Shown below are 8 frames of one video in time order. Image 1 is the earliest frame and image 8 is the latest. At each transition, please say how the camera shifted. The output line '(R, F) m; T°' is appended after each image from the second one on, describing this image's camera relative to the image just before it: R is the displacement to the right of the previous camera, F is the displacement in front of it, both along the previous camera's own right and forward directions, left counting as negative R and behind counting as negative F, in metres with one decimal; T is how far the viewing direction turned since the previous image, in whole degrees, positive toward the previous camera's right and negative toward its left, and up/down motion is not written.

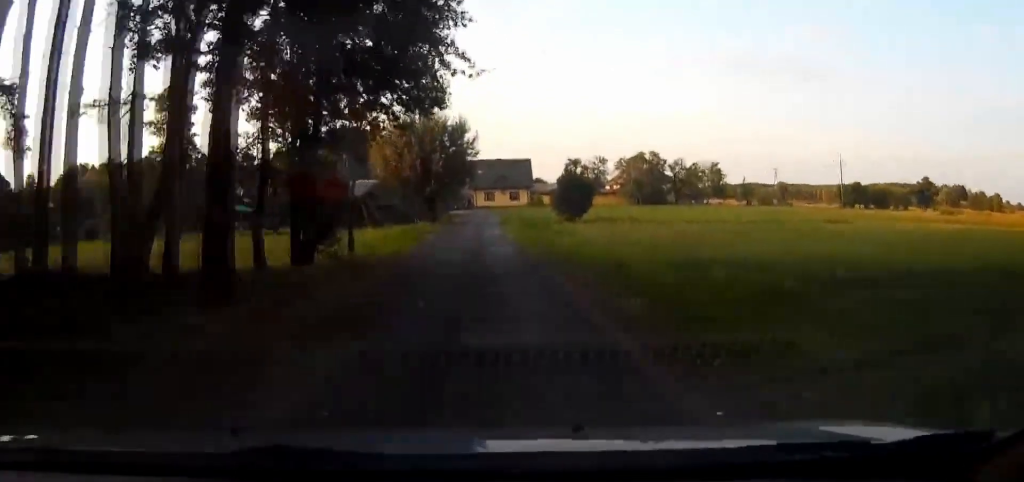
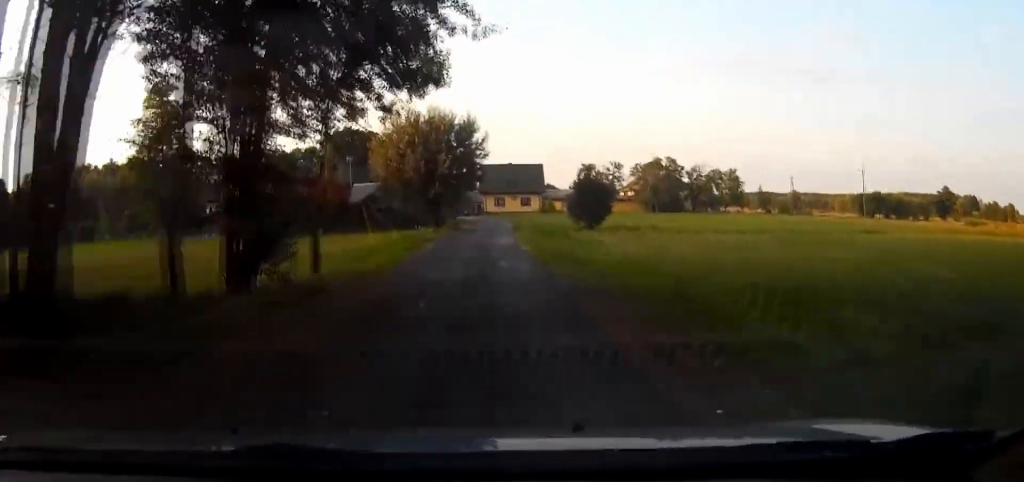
(-0.1, +5.3) m; -1°
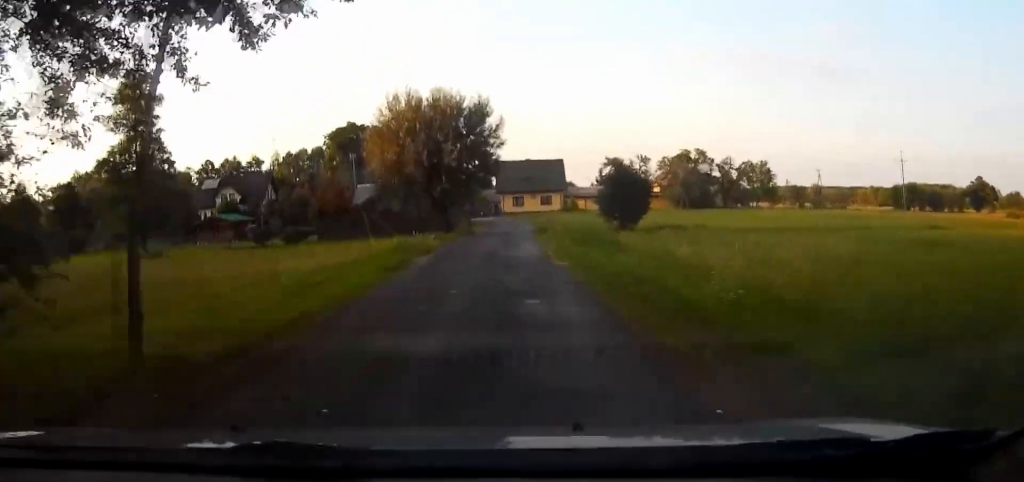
(-0.1, +8.9) m; -1°
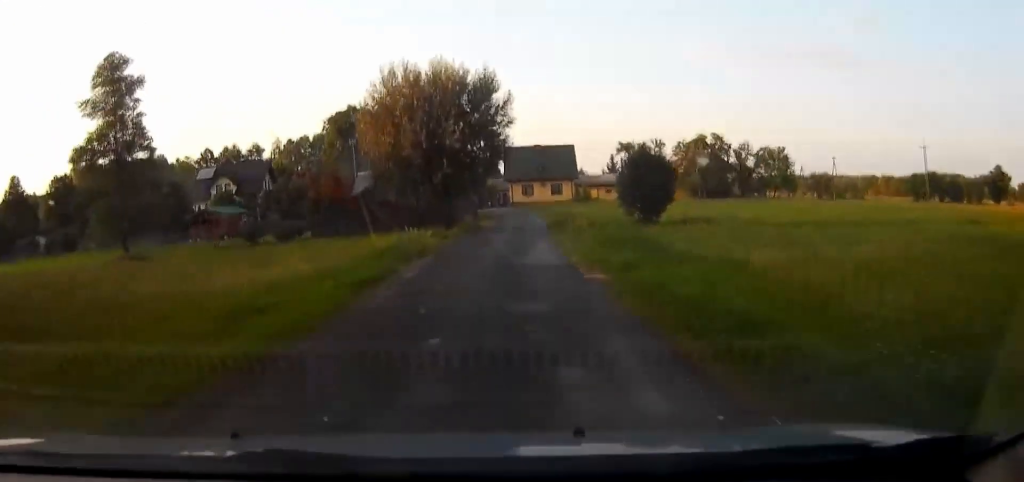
(0.0, +5.5) m; 0°
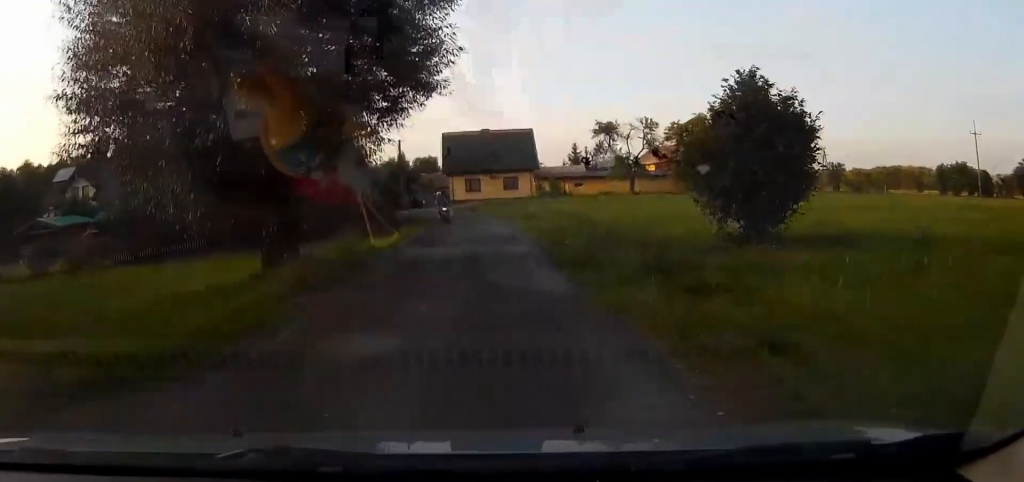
(+0.8, +26.4) m; +4°
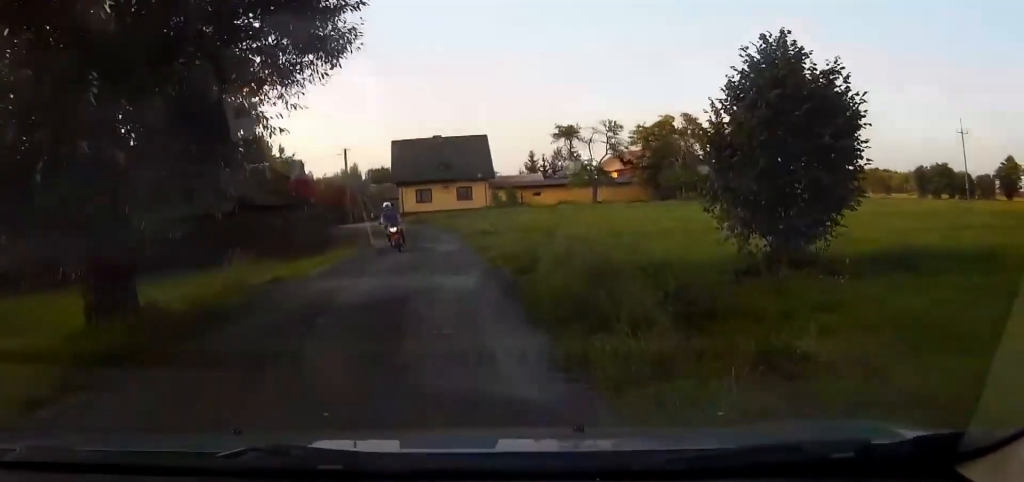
(+0.2, +5.8) m; +1°
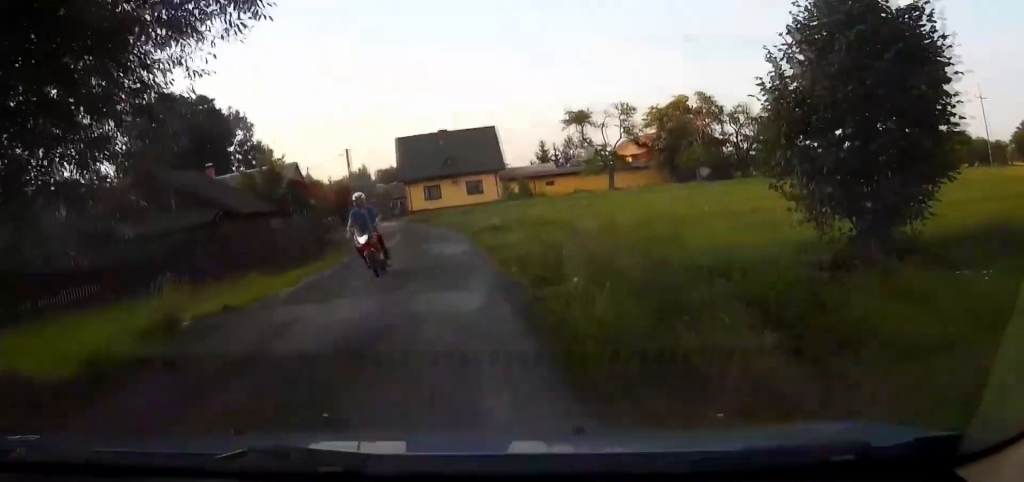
(-0.1, +3.5) m; -1°
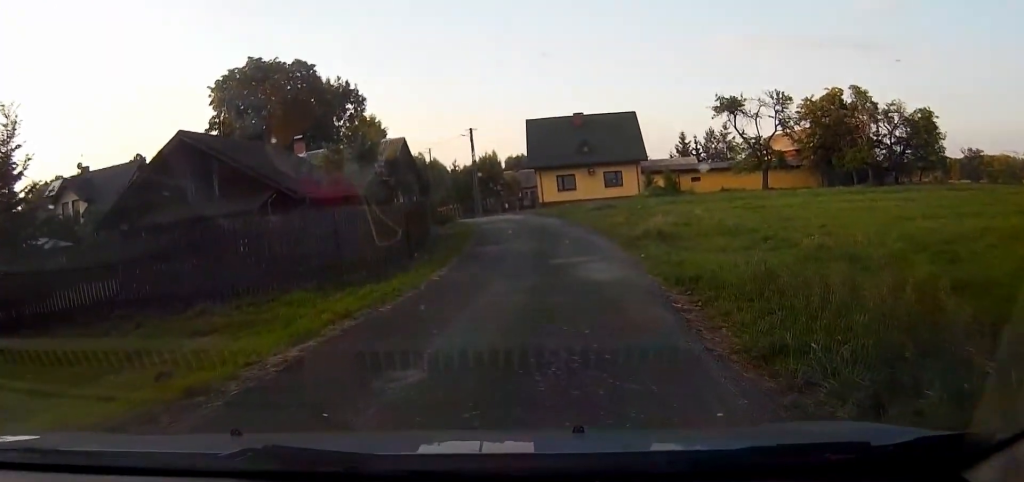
(-0.5, +9.0) m; -6°
